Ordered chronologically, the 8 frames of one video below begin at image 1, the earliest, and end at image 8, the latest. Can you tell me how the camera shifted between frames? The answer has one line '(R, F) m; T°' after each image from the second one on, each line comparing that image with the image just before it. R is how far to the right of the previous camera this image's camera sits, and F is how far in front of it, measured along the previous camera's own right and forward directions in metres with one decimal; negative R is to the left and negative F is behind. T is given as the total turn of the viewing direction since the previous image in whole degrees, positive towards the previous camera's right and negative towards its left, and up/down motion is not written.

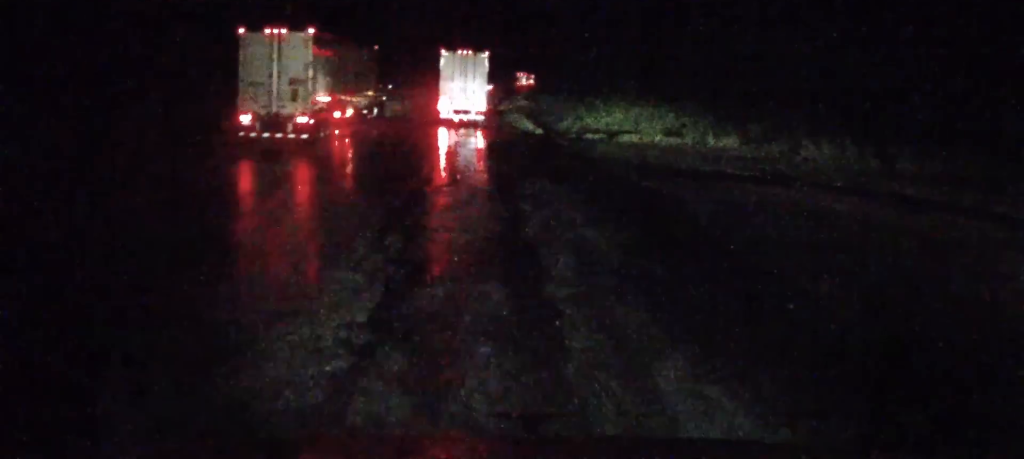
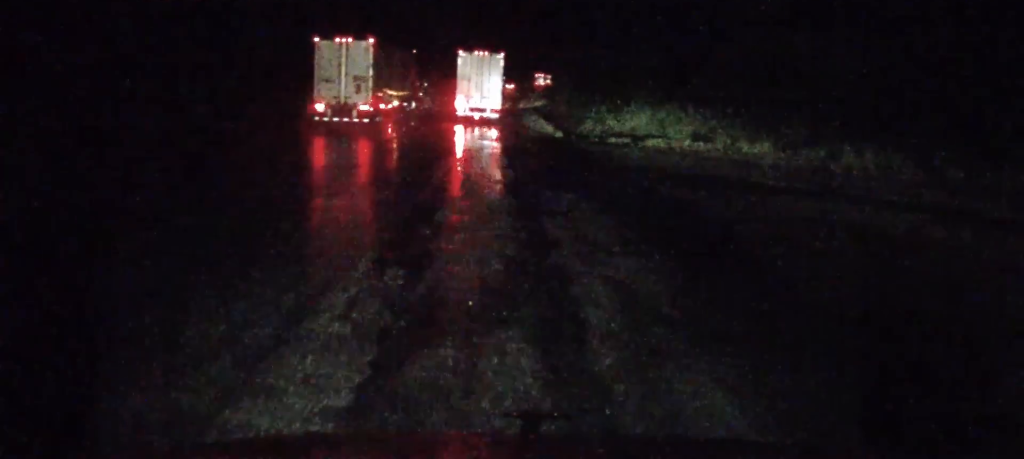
(-0.1, +1.4) m; -4°
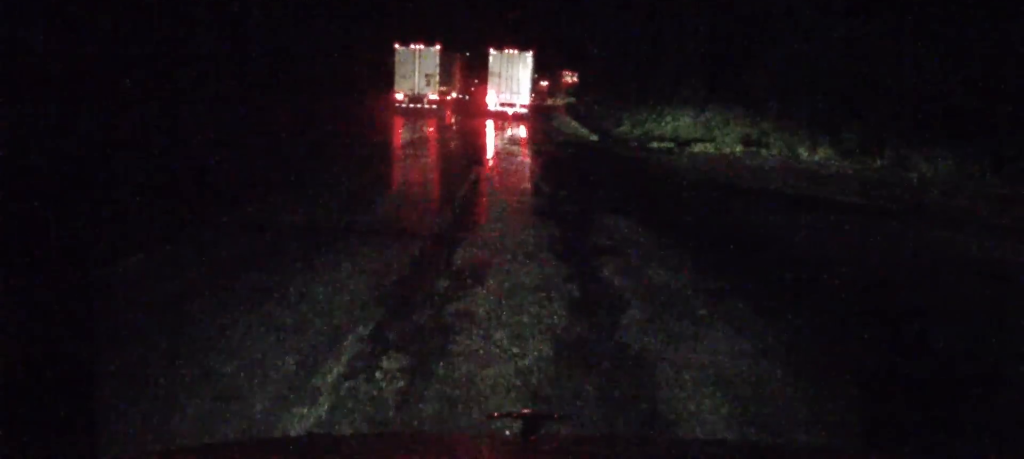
(0.0, +2.5) m; +2°
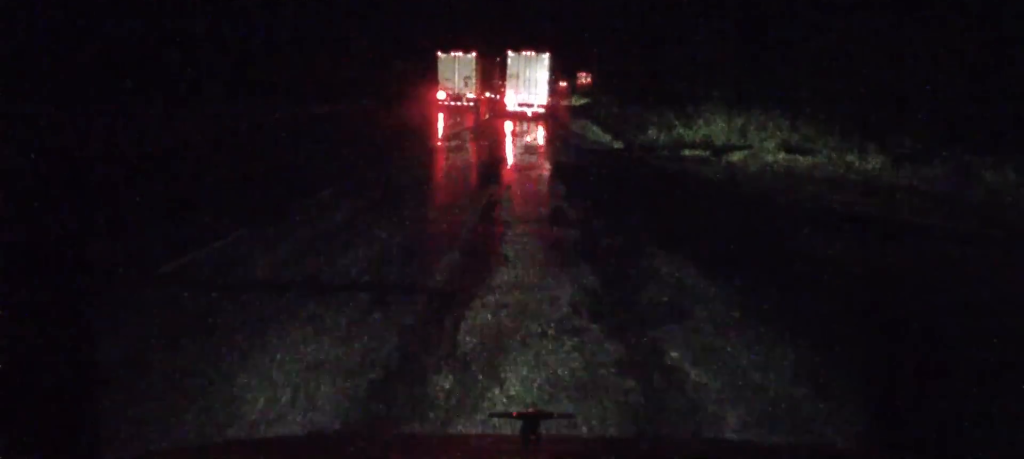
(+0.1, +2.3) m; -1°
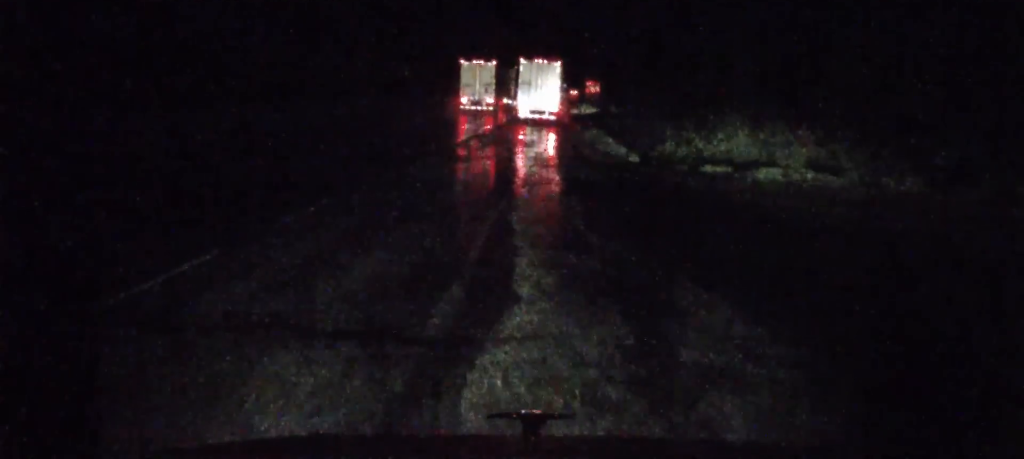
(0.0, +1.3) m; -3°
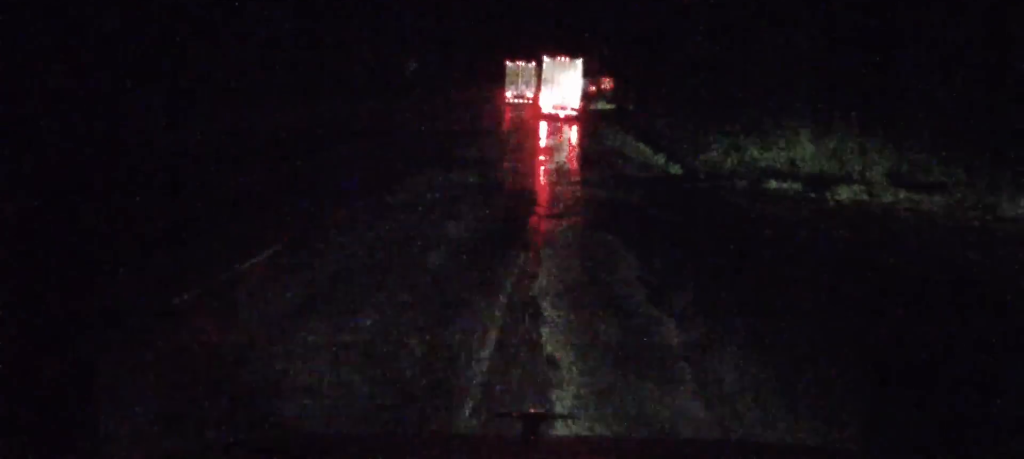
(-0.3, +4.5) m; +1°
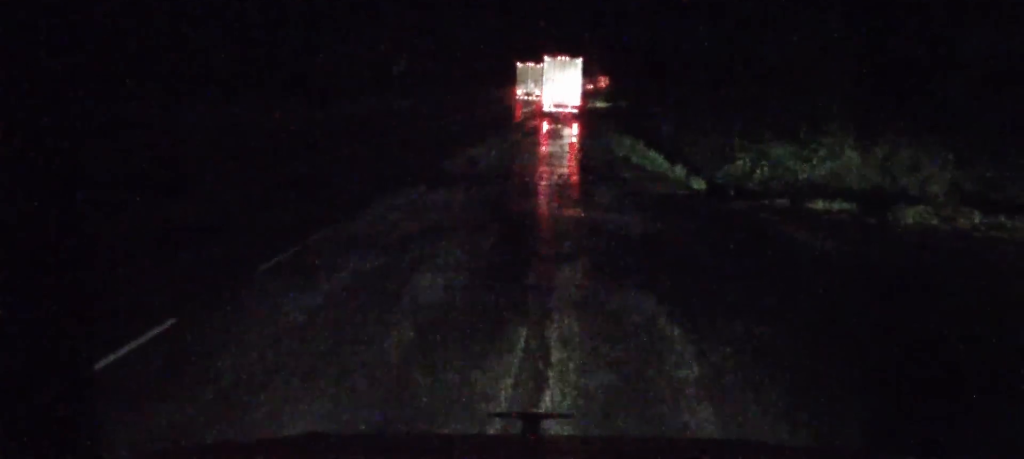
(+0.3, +3.7) m; +1°
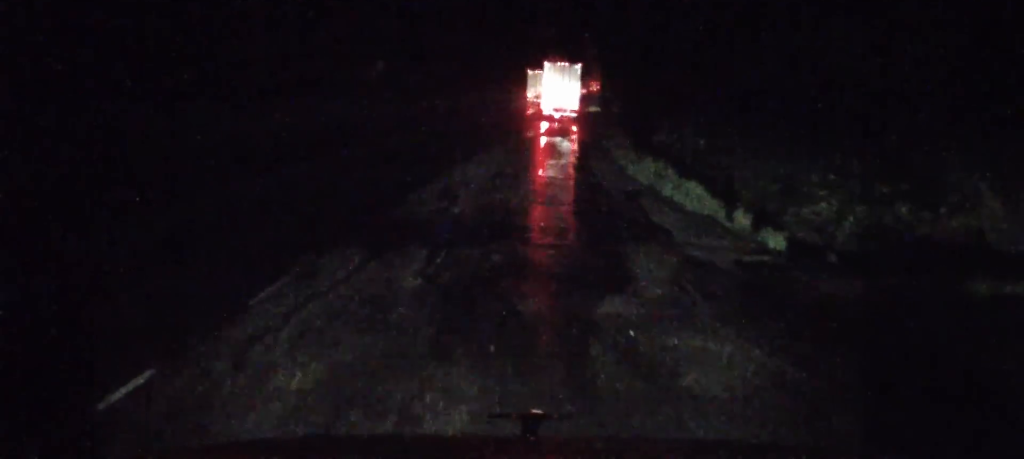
(-0.2, +6.8) m; -3°
